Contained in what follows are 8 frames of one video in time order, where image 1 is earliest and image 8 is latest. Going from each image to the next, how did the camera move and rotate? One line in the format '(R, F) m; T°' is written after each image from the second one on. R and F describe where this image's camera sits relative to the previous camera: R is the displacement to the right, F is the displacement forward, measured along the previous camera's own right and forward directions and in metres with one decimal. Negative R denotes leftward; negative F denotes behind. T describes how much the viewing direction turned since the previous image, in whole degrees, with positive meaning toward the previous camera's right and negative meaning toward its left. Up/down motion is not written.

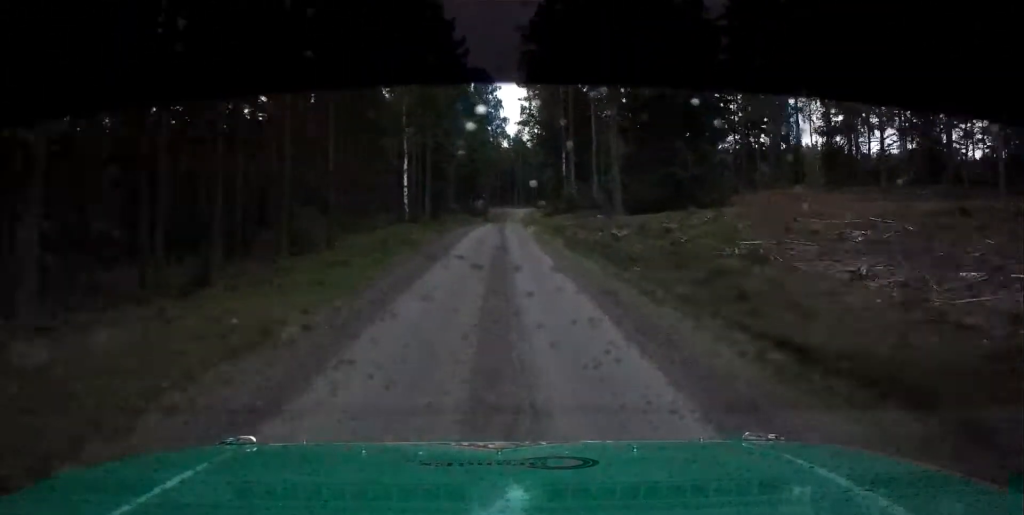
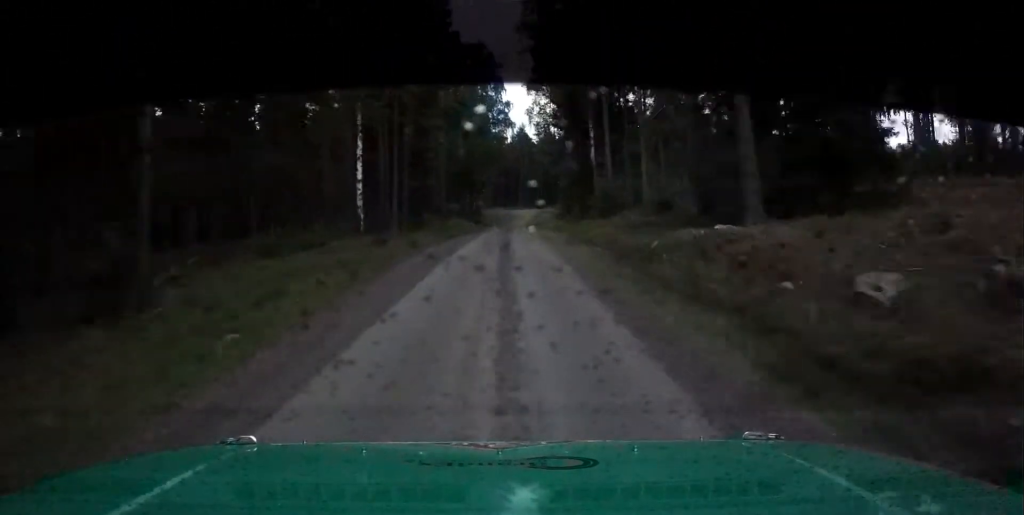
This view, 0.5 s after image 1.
(0.0, +18.8) m; 0°
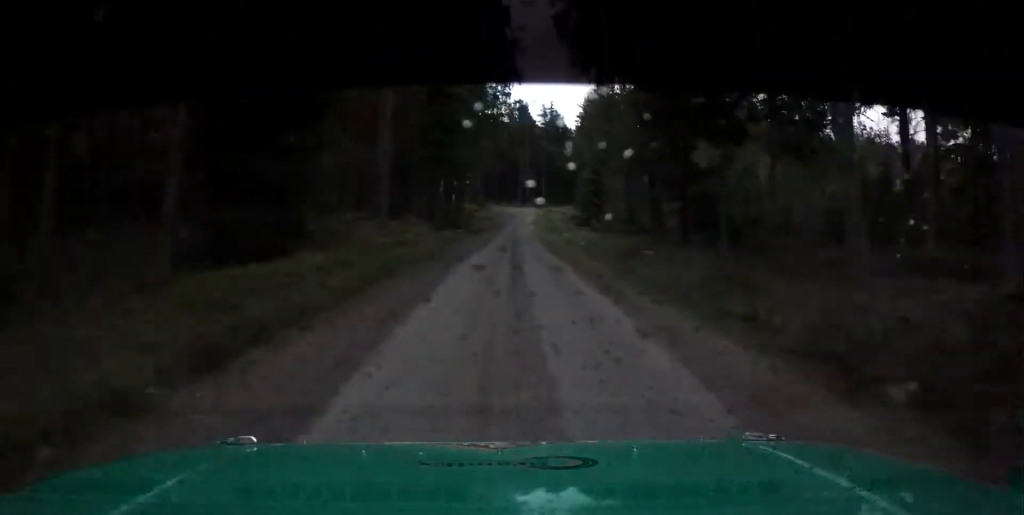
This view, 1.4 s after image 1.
(+0.3, +35.8) m; +1°
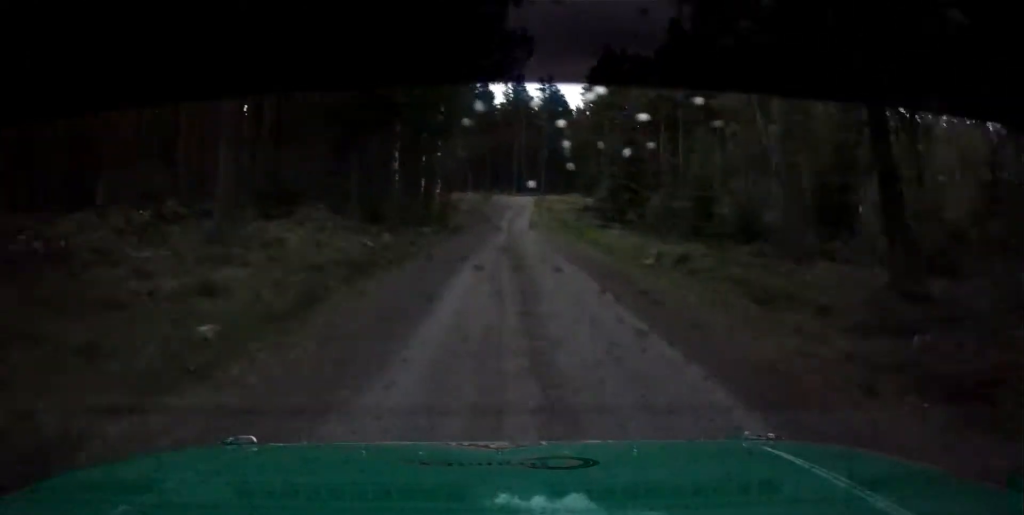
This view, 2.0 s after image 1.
(-0.1, +22.2) m; 0°
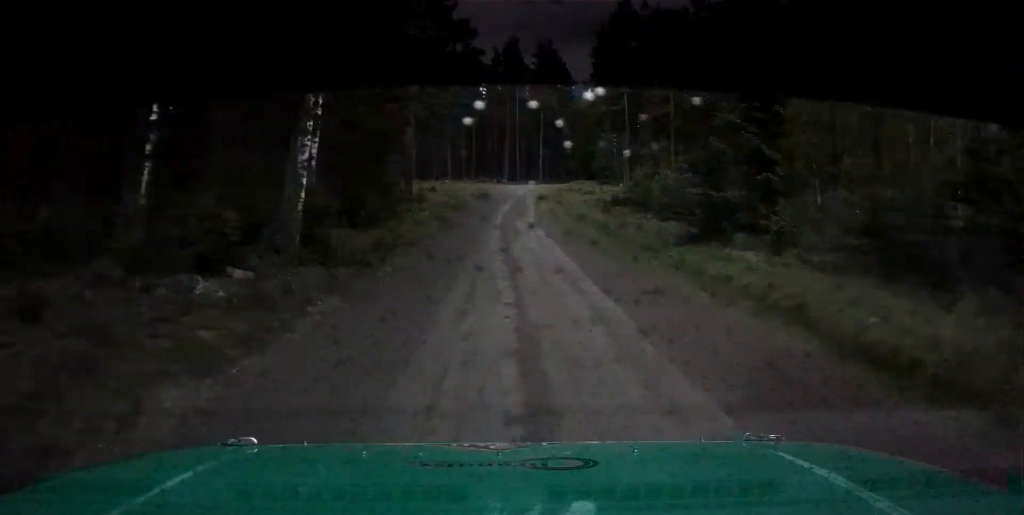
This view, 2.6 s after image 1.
(+0.2, +24.5) m; +1°
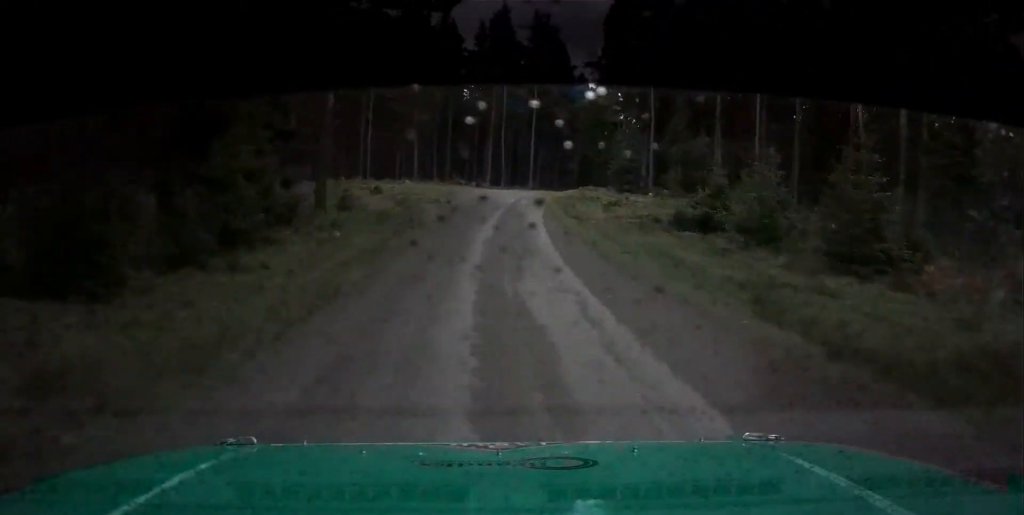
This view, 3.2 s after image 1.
(-0.1, +21.9) m; +2°
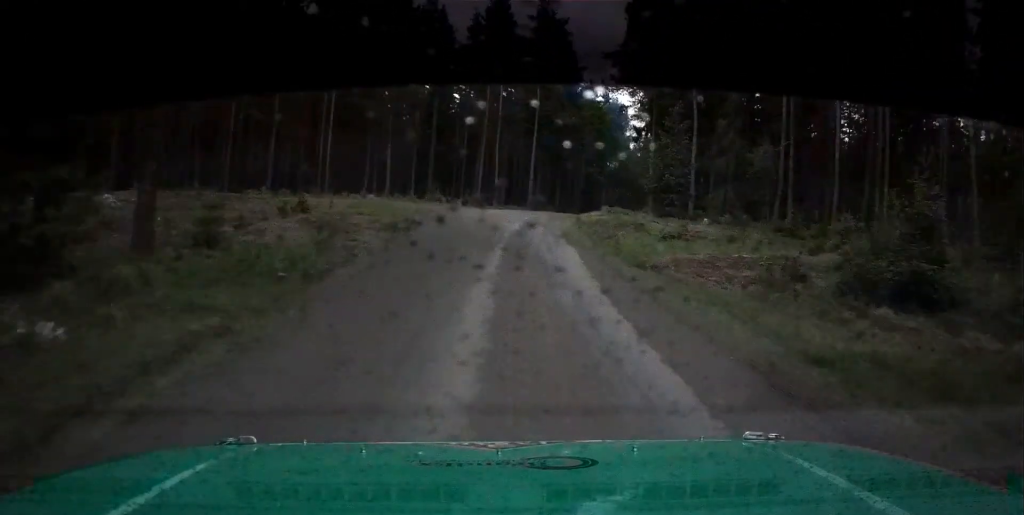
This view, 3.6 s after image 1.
(+0.5, +14.9) m; +2°
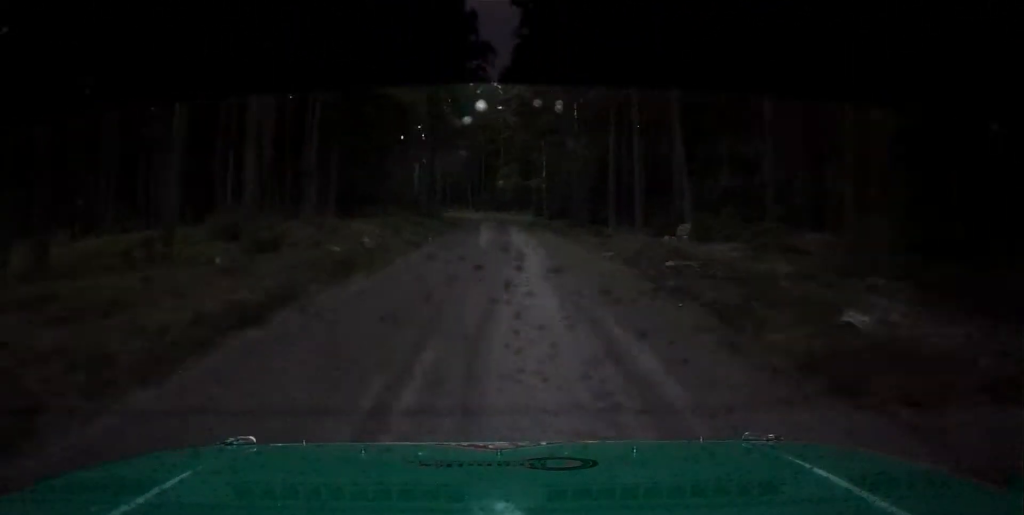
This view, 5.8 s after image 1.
(+8.3, +81.7) m; +10°
